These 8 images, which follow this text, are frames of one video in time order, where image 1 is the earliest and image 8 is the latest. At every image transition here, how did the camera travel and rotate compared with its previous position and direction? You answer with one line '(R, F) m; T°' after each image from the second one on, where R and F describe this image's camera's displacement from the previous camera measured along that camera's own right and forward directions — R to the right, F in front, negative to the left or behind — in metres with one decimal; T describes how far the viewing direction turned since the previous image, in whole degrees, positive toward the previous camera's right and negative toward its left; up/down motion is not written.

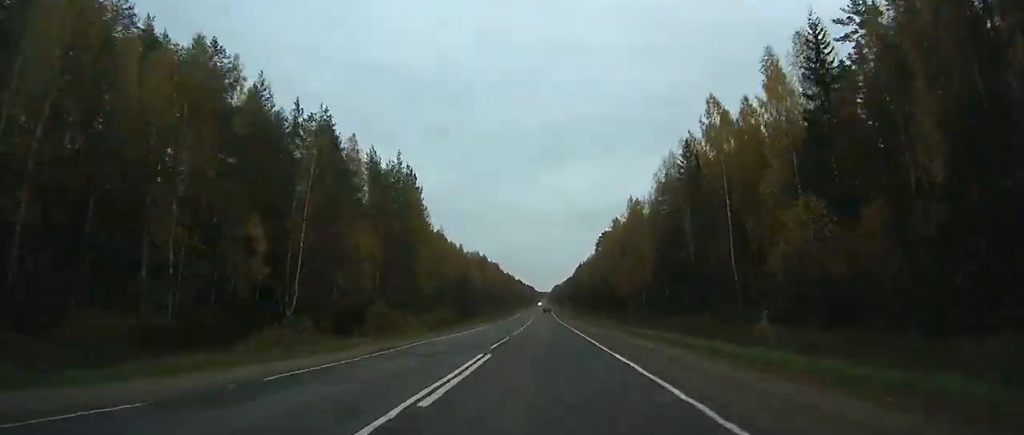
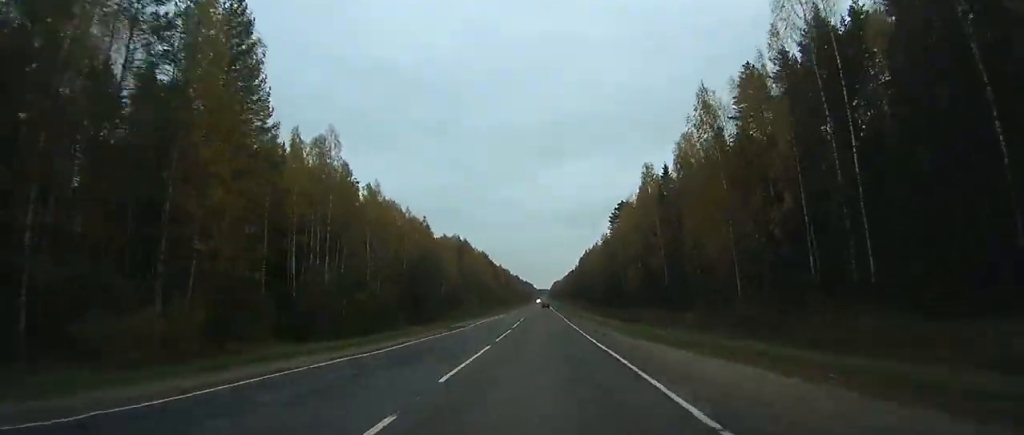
(-0.1, +55.7) m; 0°
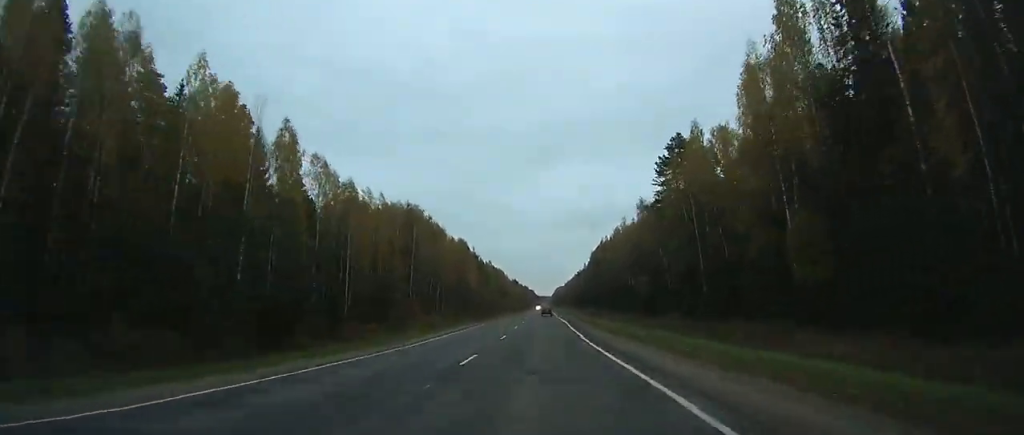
(-0.2, +70.3) m; 0°
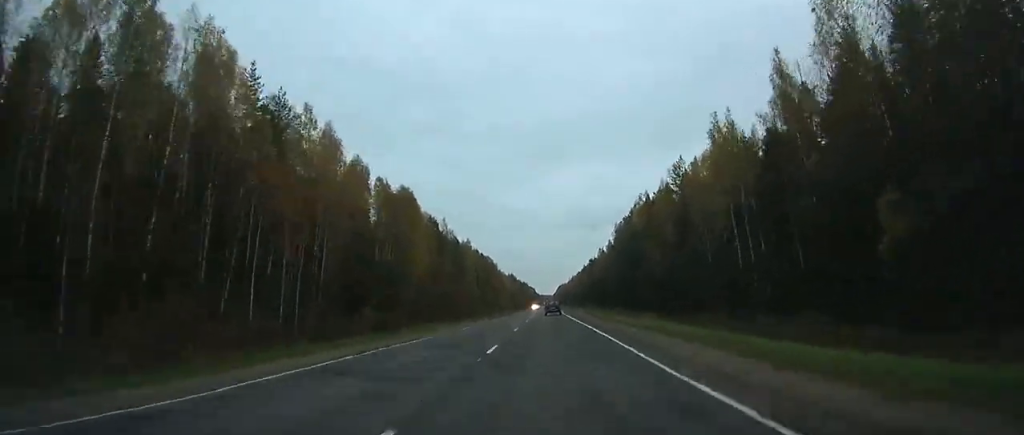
(+0.2, +85.1) m; 0°
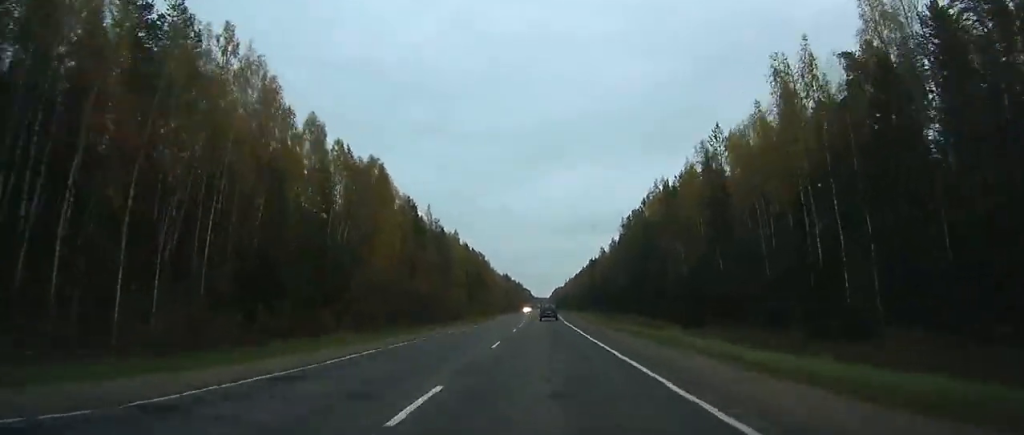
(+0.1, +21.8) m; 0°
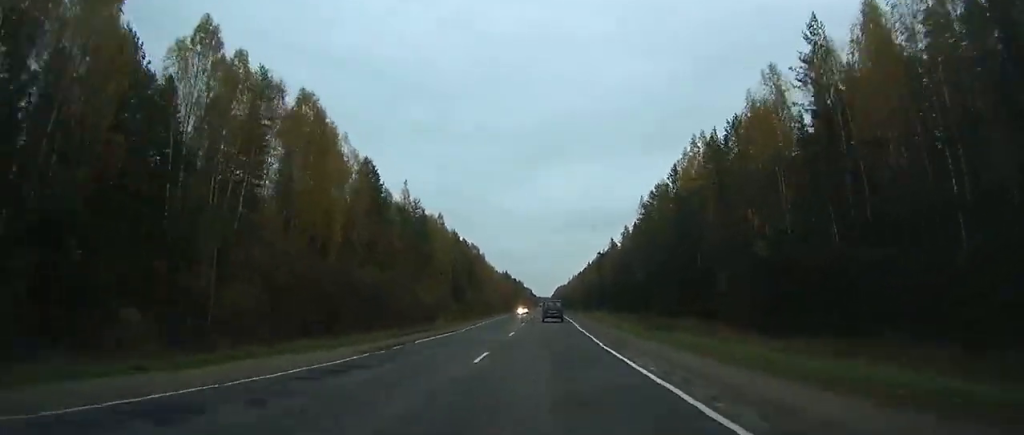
(0.0, +28.9) m; 0°
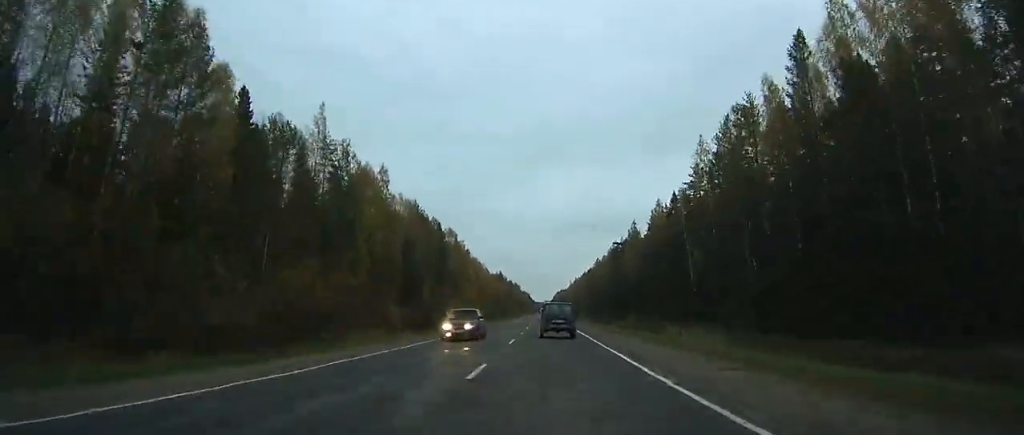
(+0.2, +50.3) m; 0°
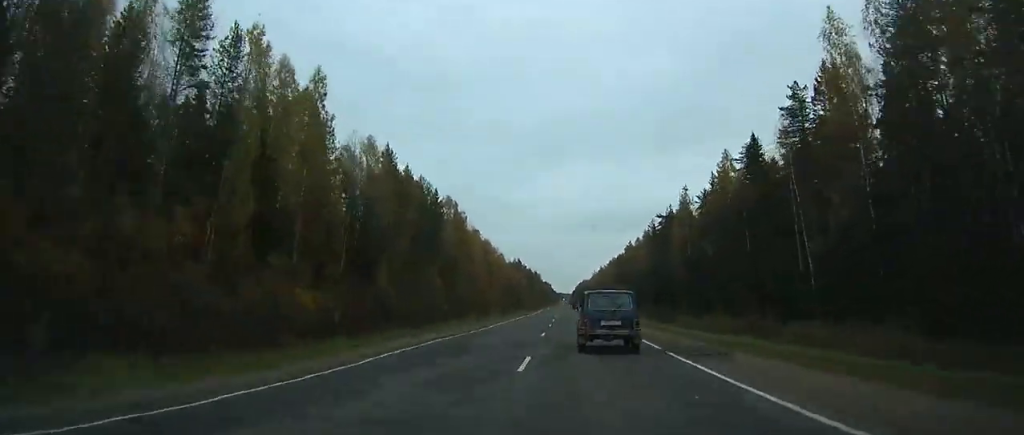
(-0.1, +33.9) m; 0°
